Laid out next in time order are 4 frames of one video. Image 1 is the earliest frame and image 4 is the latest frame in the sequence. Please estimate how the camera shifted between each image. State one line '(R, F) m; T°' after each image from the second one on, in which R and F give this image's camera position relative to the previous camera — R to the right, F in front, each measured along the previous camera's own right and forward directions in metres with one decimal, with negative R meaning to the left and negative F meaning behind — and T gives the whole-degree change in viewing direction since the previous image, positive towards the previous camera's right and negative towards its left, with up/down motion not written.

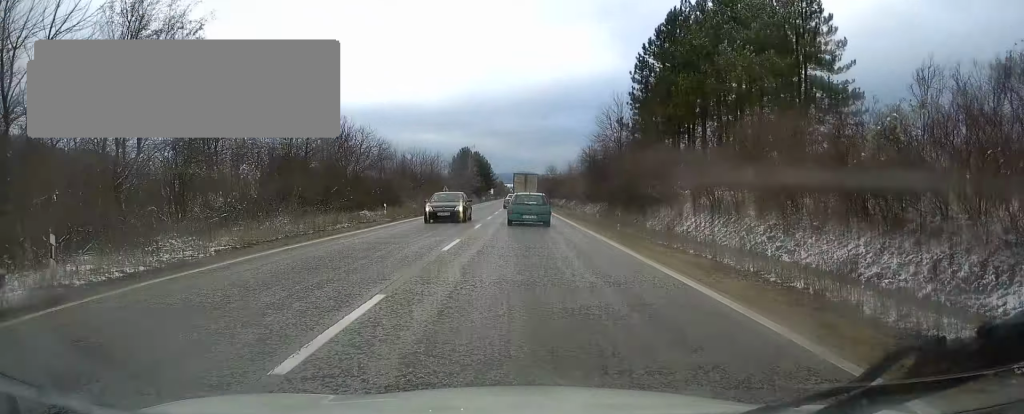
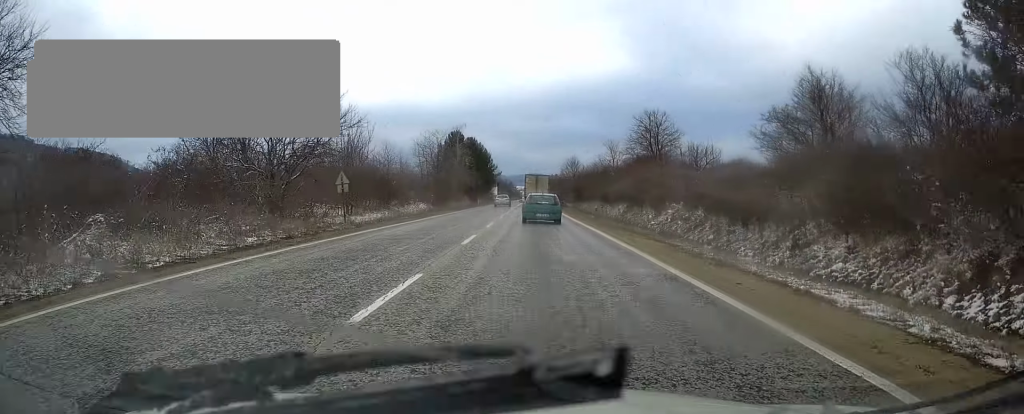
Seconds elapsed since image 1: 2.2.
(+0.4, +44.0) m; 0°
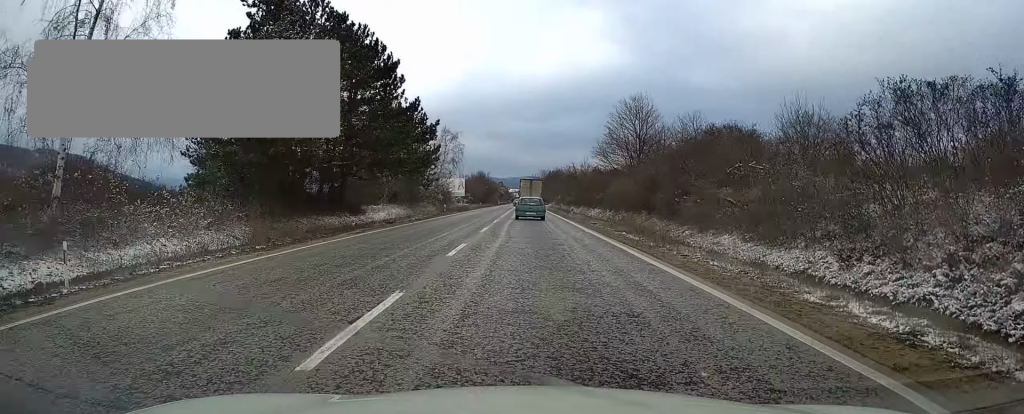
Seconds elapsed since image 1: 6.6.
(-0.6, +82.8) m; 0°
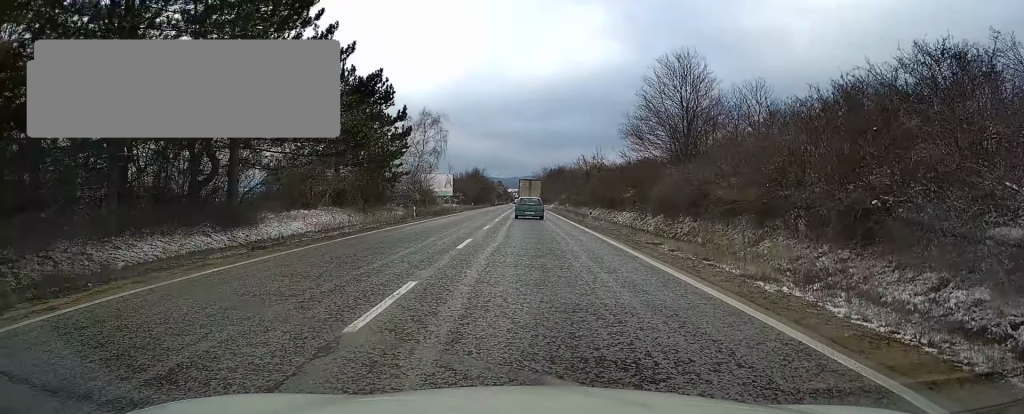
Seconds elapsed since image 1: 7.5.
(+0.3, +15.6) m; 0°
